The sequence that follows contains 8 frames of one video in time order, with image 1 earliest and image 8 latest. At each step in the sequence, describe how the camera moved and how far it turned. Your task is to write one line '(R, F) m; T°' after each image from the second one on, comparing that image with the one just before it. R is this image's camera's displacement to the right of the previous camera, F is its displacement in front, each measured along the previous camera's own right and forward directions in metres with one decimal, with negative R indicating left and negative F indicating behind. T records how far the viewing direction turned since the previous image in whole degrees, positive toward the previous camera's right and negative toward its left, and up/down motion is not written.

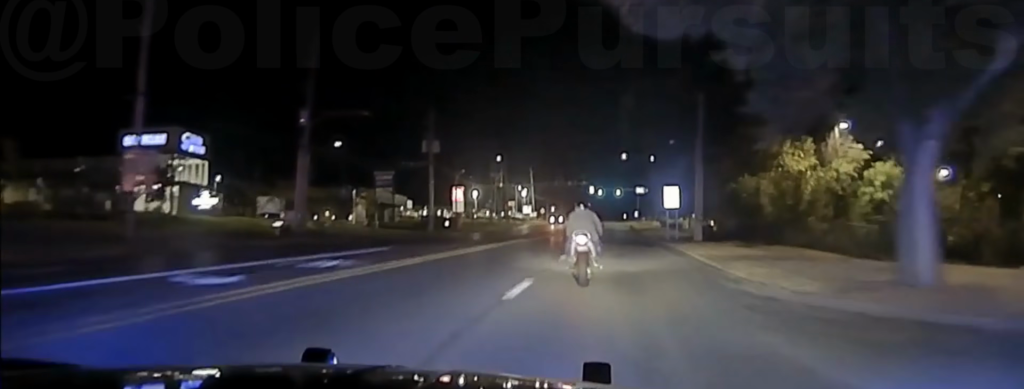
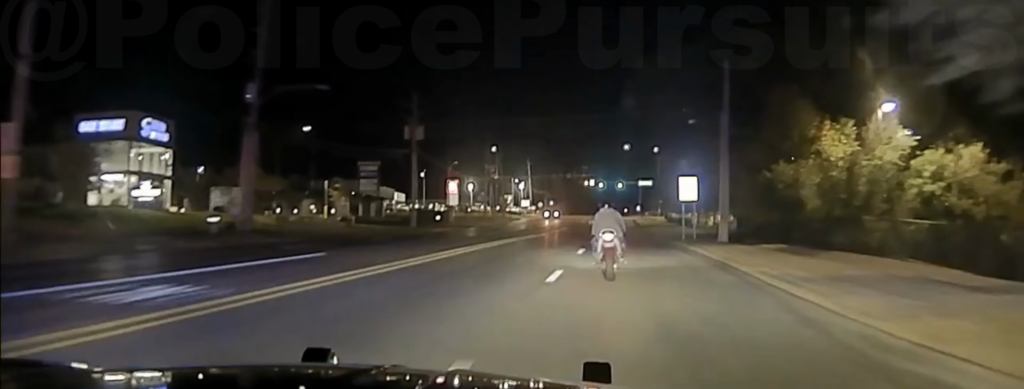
(-0.1, +8.1) m; 0°
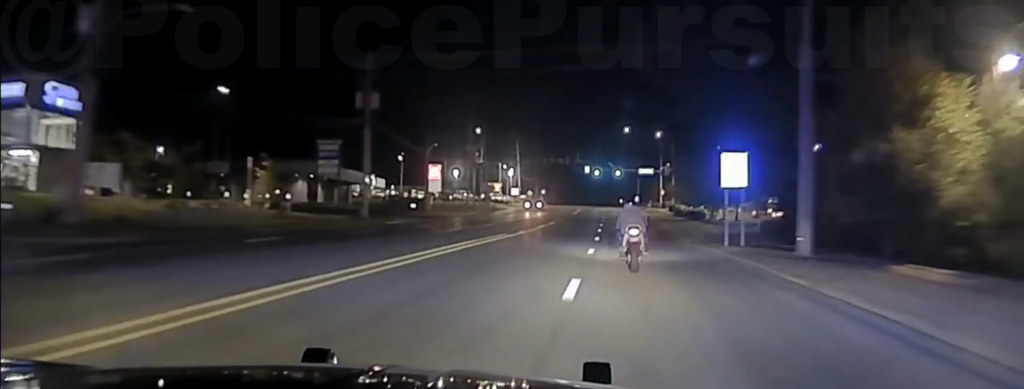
(+0.1, +15.7) m; 0°
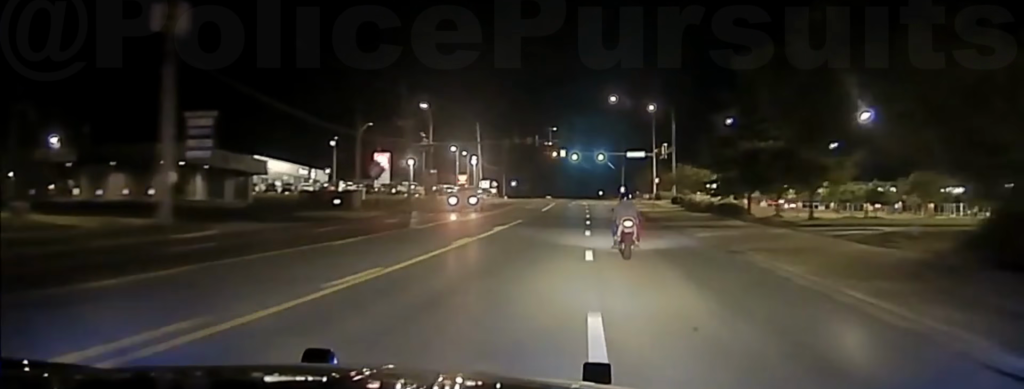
(+0.3, +31.0) m; +1°
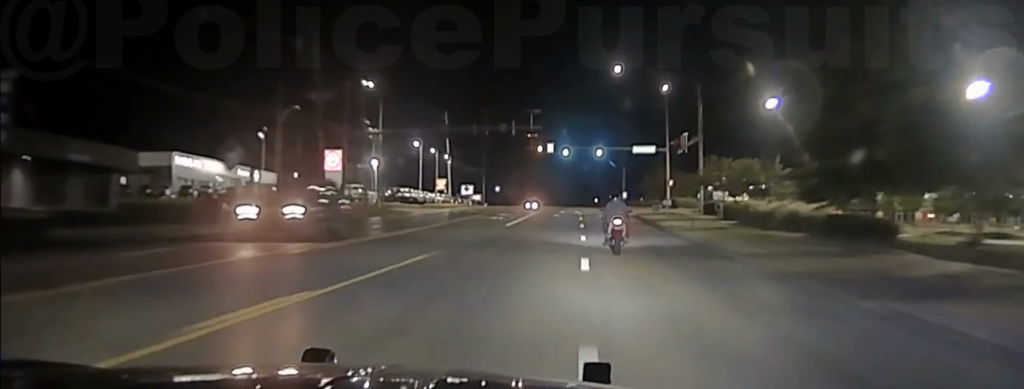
(+0.1, +28.2) m; +1°
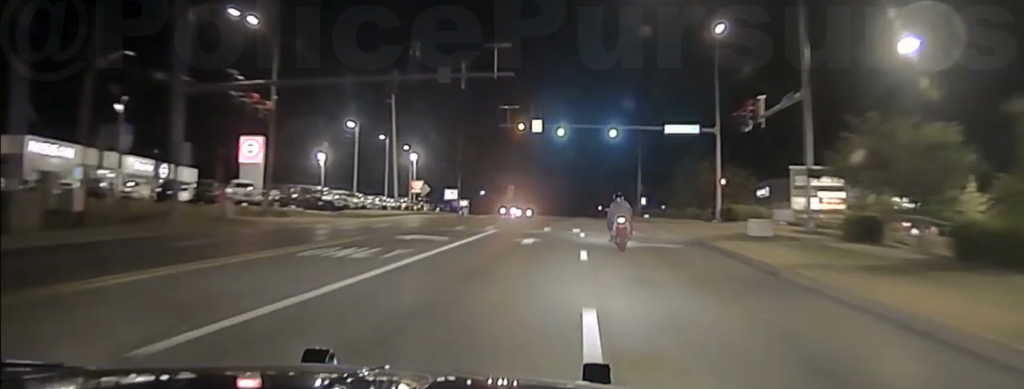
(+0.3, +32.2) m; +1°
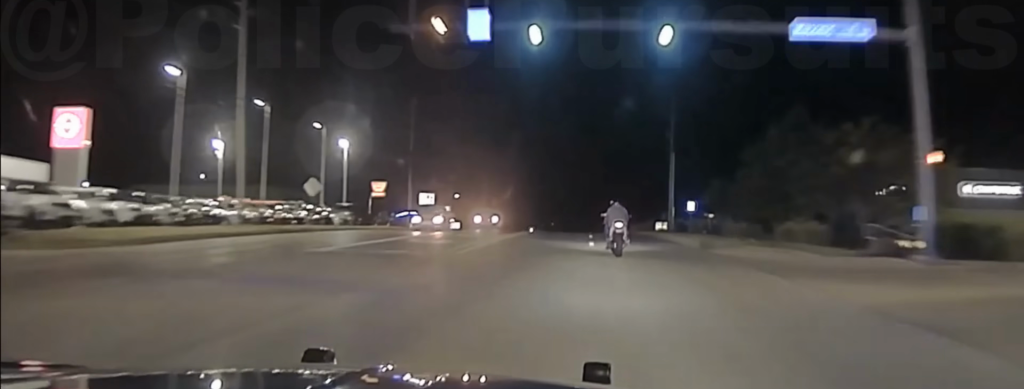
(+0.1, +31.8) m; 0°
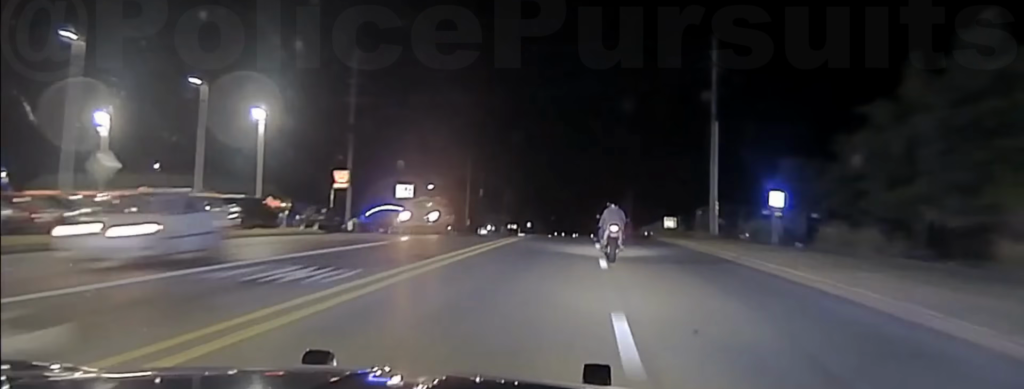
(0.0, +20.8) m; 0°
